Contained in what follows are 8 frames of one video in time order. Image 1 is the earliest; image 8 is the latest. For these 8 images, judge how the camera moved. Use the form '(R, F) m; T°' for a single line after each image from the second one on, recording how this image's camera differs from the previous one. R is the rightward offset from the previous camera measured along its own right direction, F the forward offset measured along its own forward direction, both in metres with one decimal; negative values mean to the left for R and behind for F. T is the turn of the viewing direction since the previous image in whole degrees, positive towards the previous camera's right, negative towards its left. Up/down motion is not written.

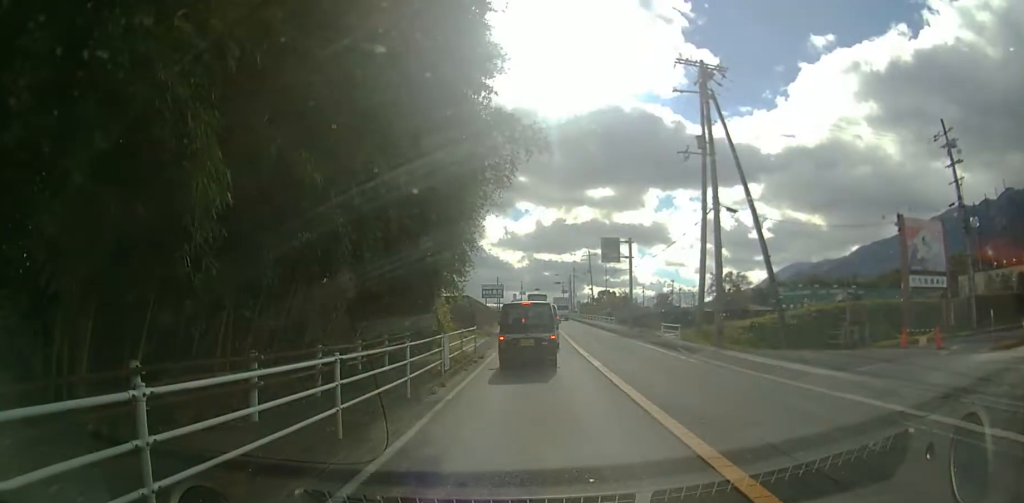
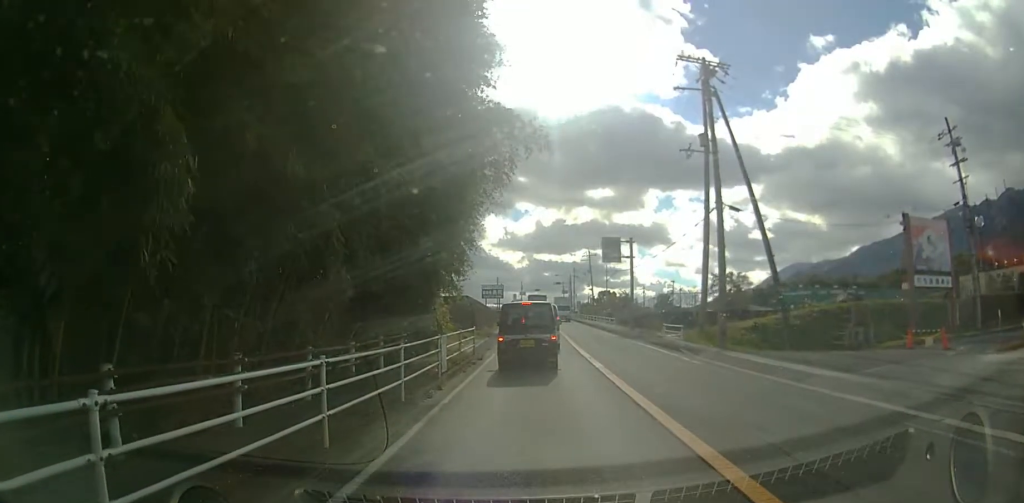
(0.0, +0.5) m; 0°
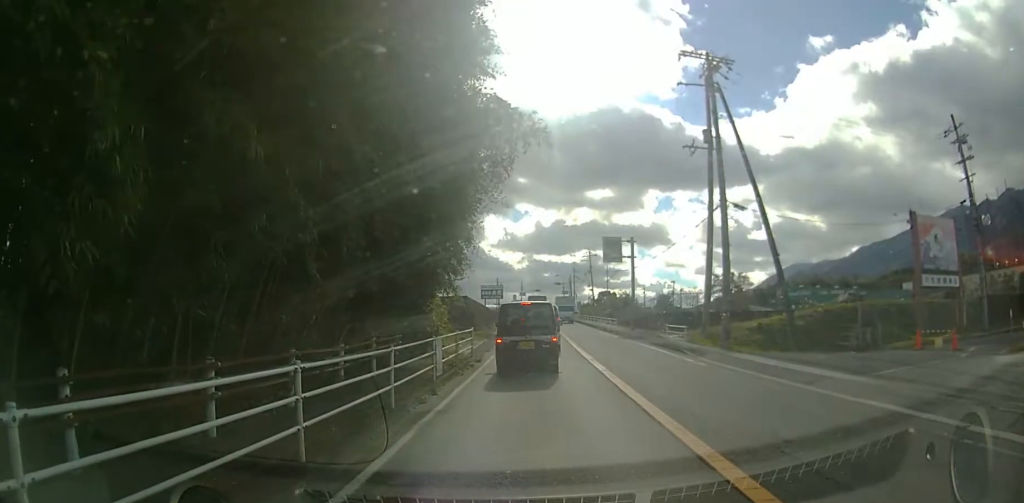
(+0.1, +0.7) m; 0°
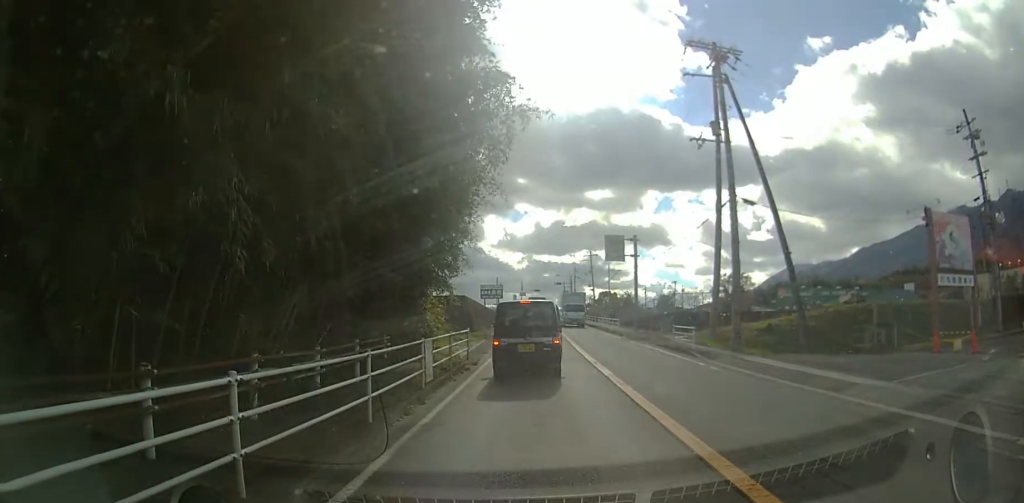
(+0.3, +1.2) m; 0°
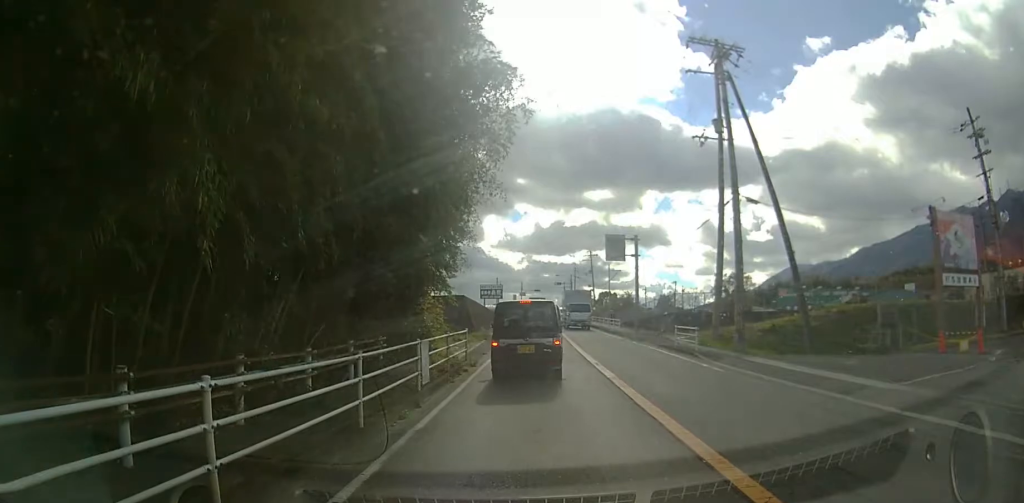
(+0.1, +0.3) m; 0°
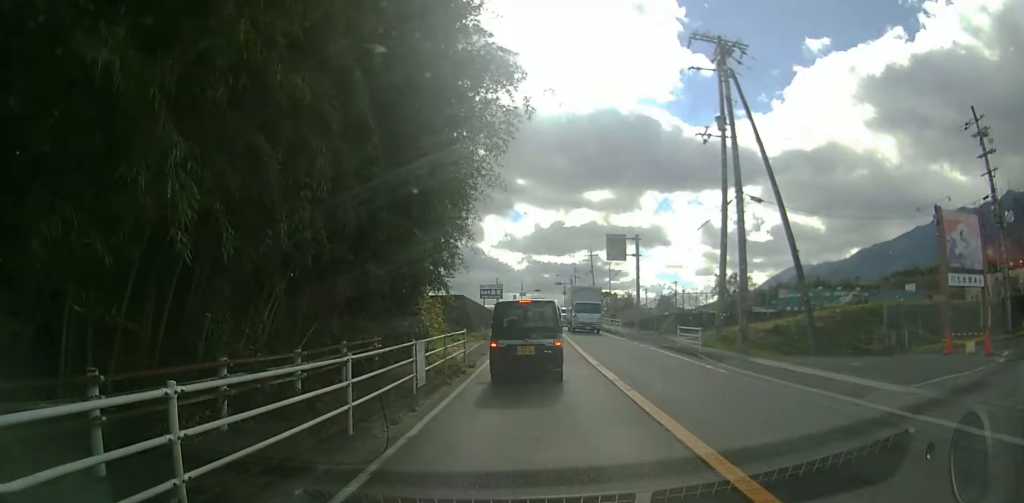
(0.0, +0.3) m; 0°
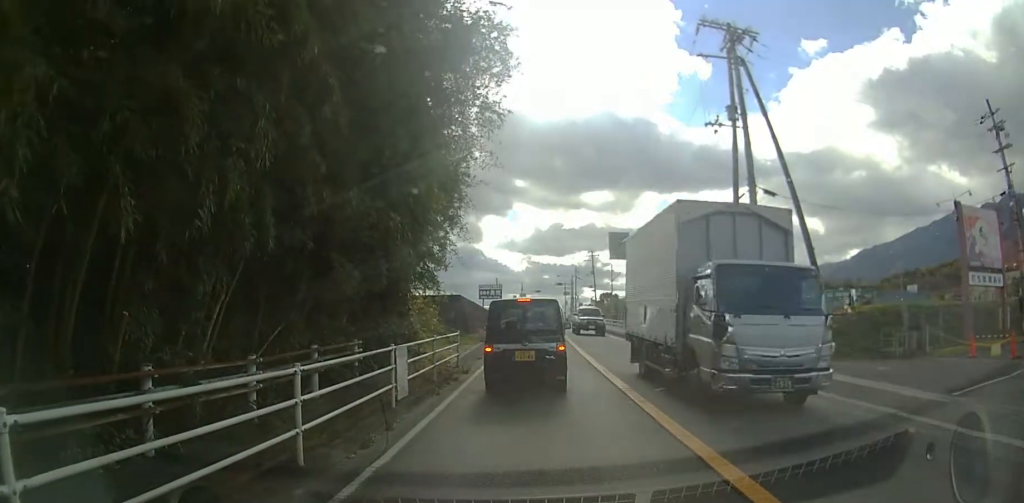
(-0.3, +1.2) m; 0°
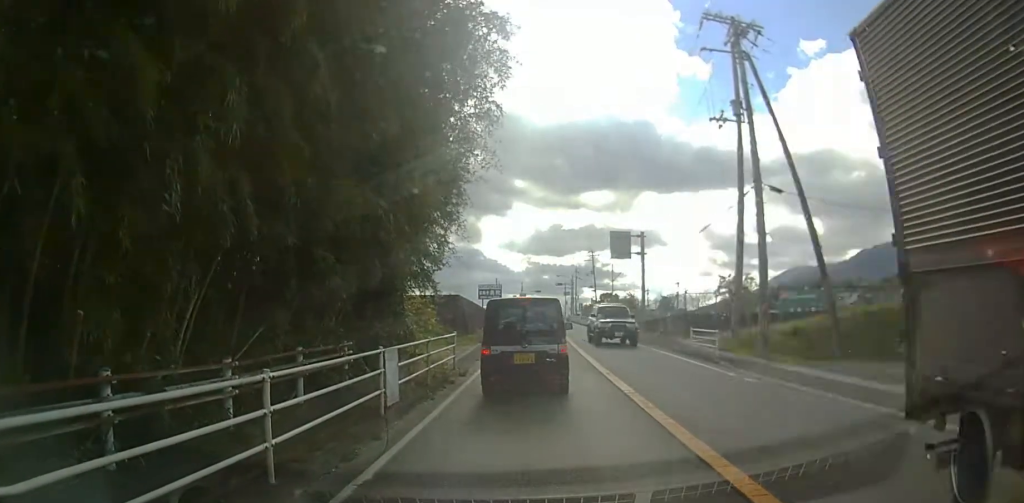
(-0.1, +0.3) m; 0°
